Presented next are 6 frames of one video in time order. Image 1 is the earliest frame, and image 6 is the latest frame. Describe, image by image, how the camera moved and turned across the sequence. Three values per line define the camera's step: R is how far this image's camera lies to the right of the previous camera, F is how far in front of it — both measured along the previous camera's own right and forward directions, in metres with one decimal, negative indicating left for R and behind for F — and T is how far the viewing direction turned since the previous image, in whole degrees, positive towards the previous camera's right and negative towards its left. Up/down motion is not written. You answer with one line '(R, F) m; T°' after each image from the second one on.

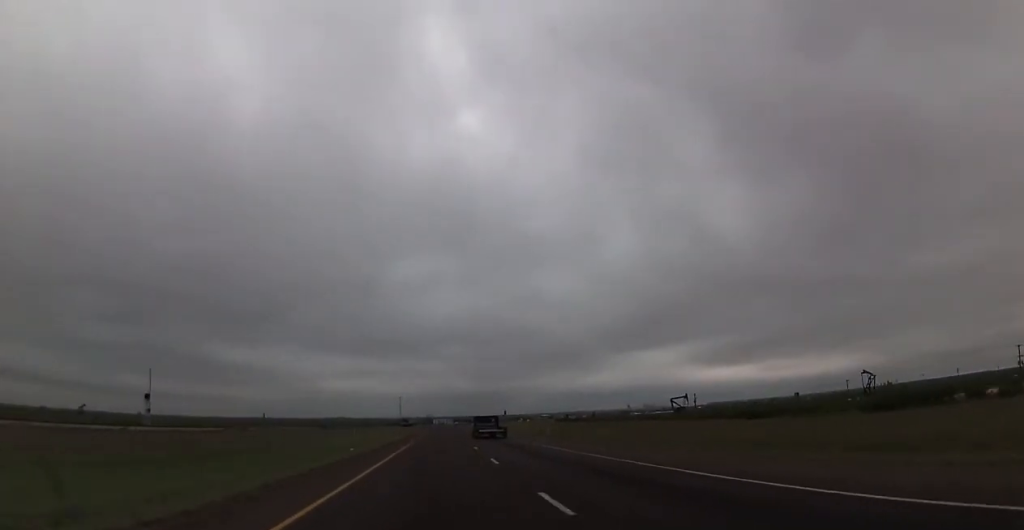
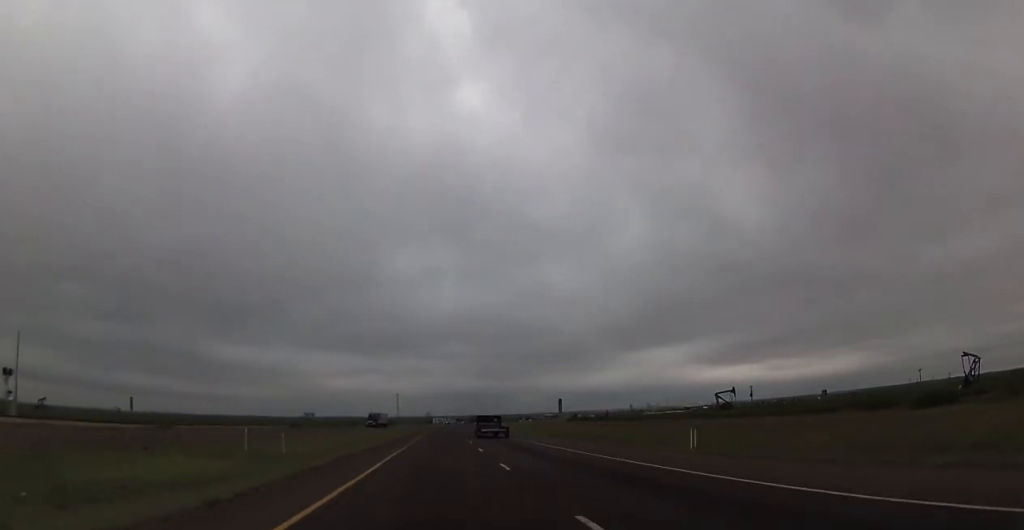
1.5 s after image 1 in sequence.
(+0.4, +52.4) m; 0°
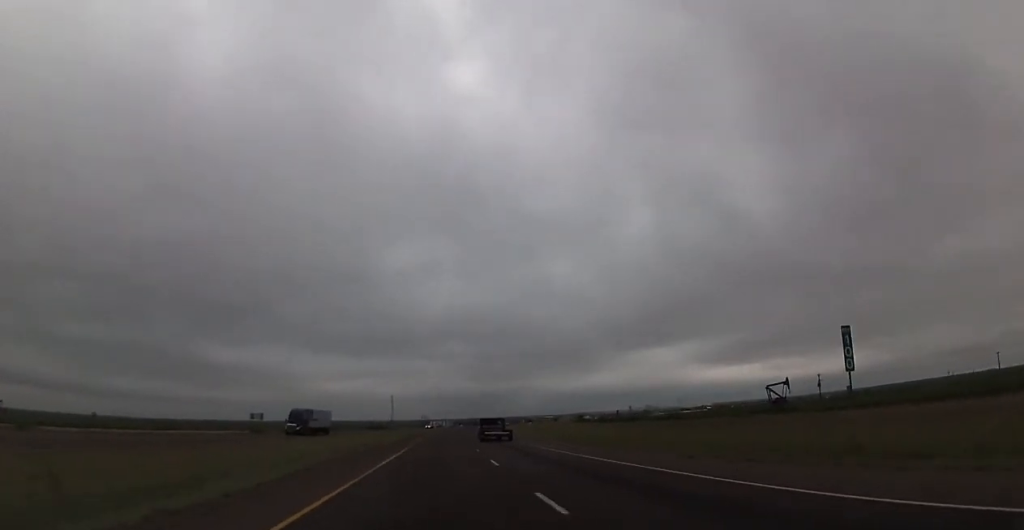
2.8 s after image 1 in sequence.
(-0.3, +45.5) m; 0°
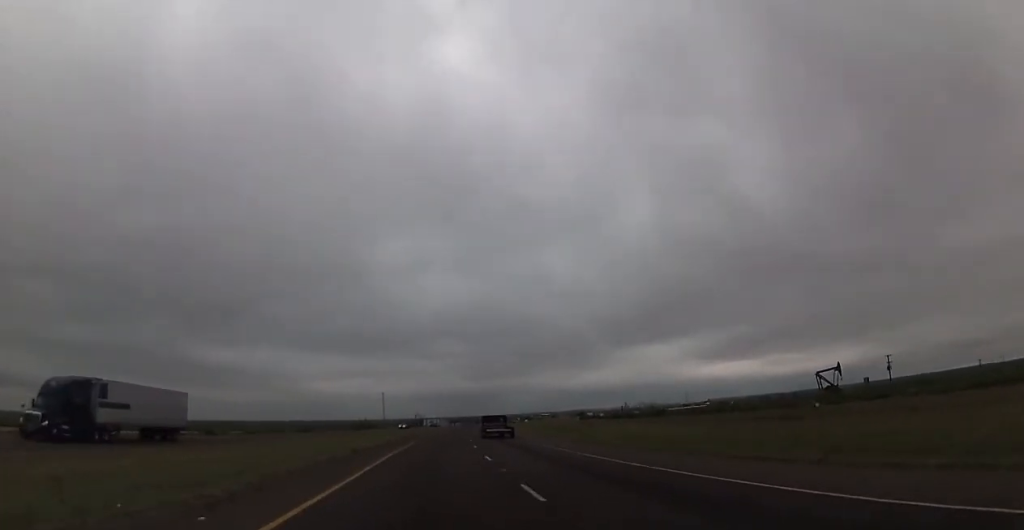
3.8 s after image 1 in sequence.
(+0.2, +35.0) m; +1°
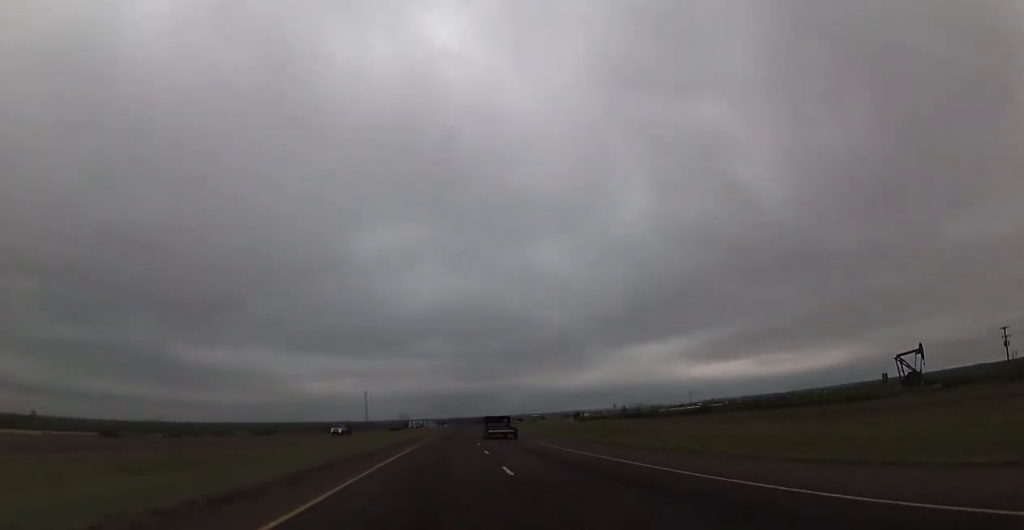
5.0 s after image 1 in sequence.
(+0.1, +42.4) m; 0°
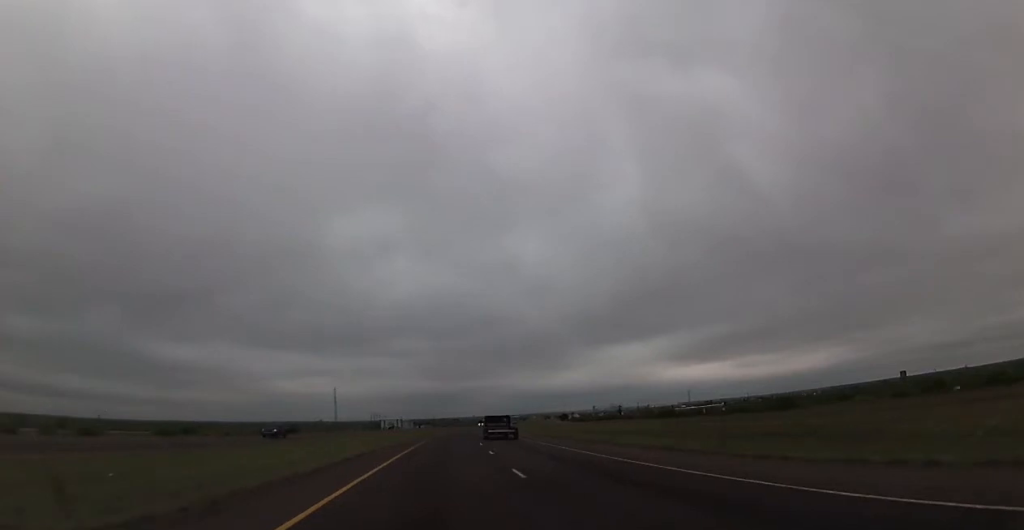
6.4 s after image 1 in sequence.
(+0.1, +50.2) m; +1°
